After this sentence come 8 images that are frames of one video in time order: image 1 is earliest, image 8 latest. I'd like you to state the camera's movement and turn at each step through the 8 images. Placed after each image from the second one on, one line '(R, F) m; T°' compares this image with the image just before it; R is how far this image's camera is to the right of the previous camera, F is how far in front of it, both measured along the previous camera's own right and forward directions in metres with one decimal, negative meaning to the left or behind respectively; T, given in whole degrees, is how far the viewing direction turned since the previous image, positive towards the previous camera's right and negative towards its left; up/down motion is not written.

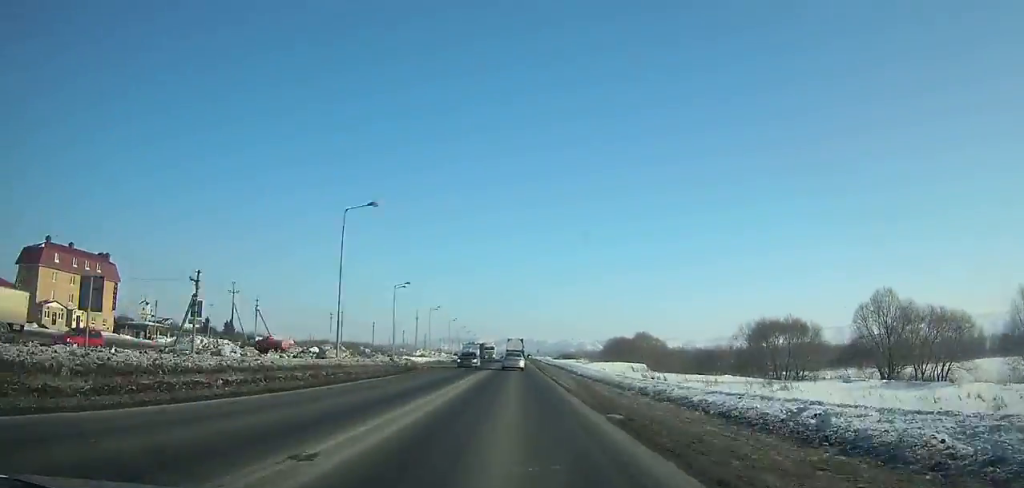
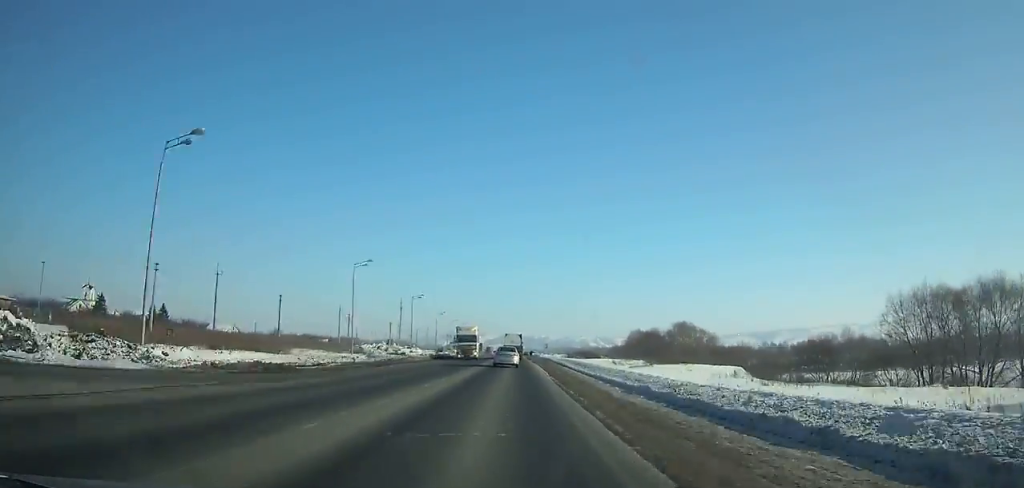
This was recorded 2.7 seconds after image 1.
(+0.1, +52.6) m; 0°
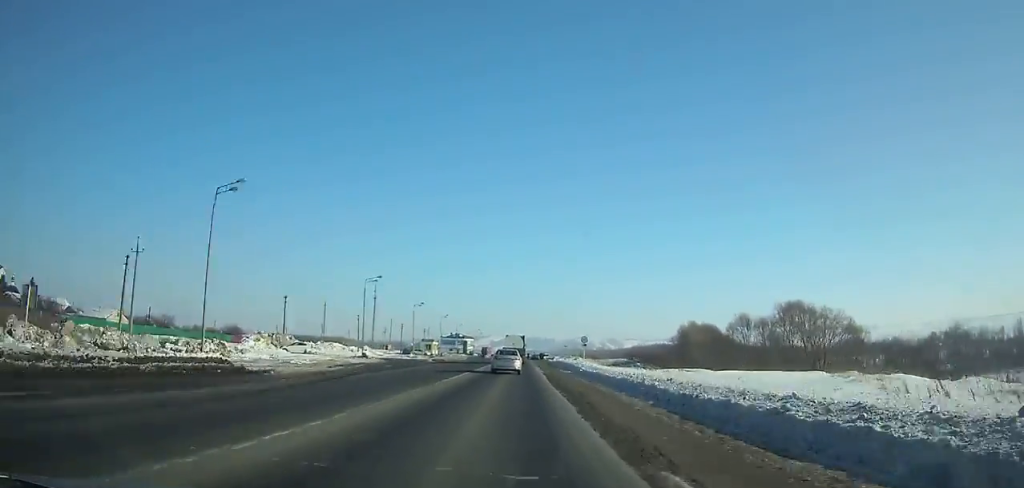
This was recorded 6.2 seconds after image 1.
(0.0, +65.8) m; 0°
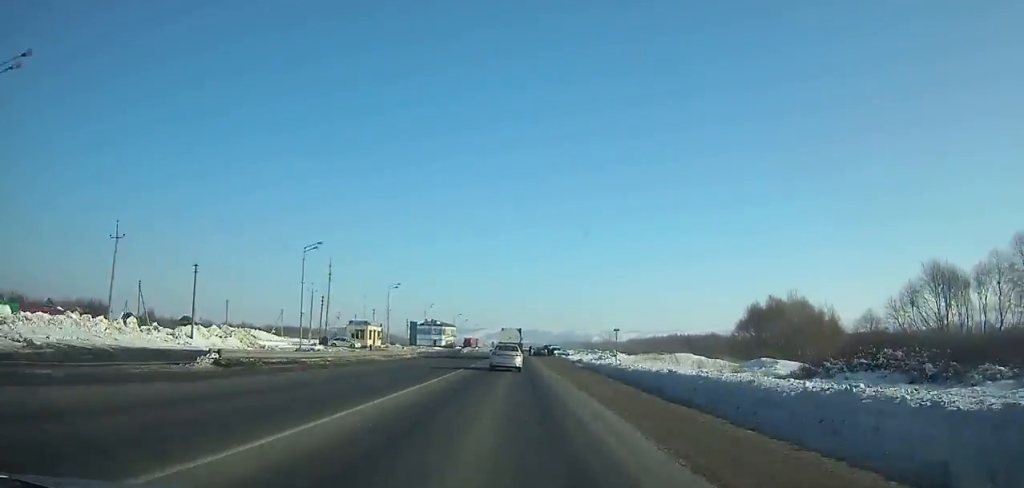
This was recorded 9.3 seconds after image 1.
(+0.2, +54.7) m; 0°
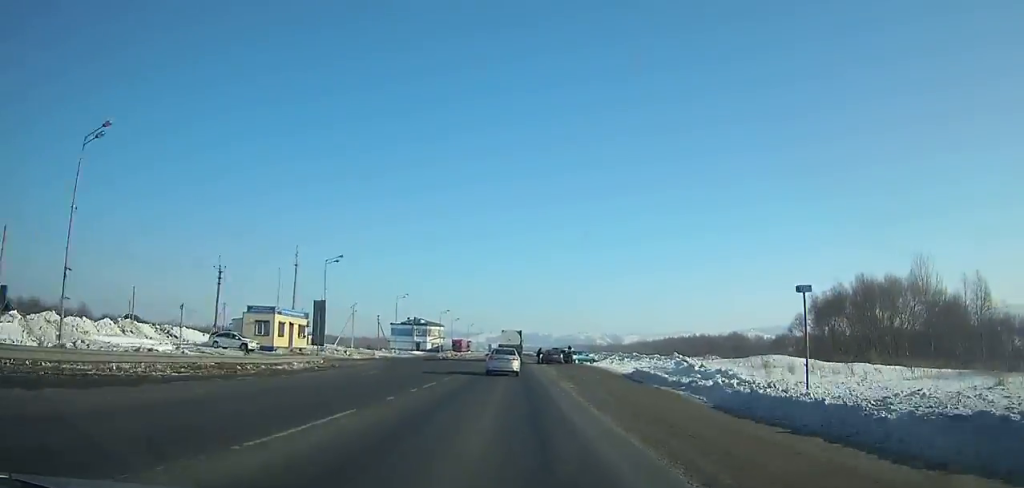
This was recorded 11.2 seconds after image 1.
(-0.2, +31.7) m; 0°
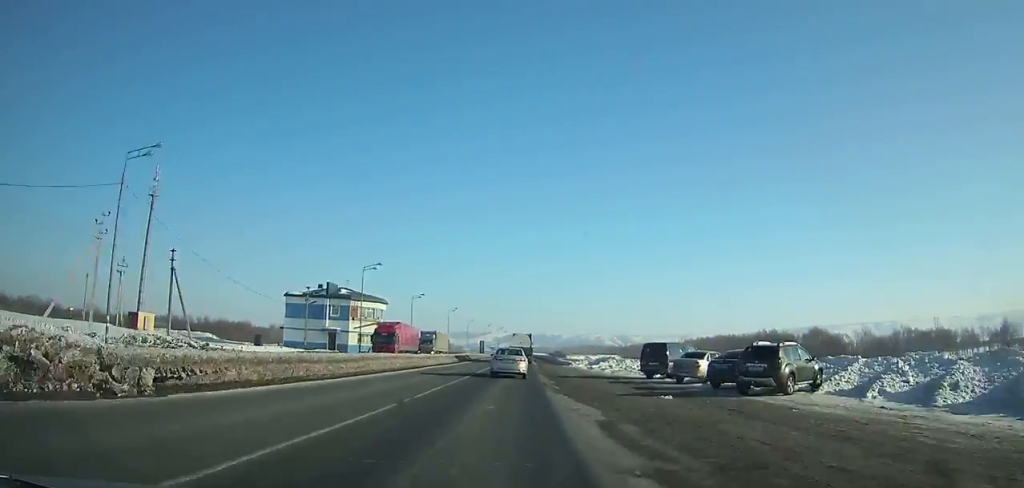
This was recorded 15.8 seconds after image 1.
(-0.5, +74.3) m; -1°
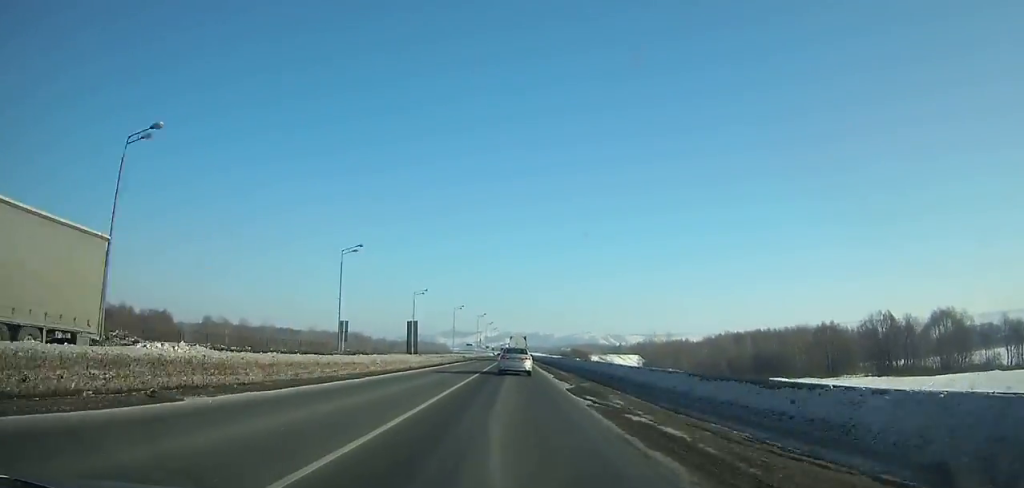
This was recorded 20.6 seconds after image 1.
(+0.2, +76.8) m; 0°
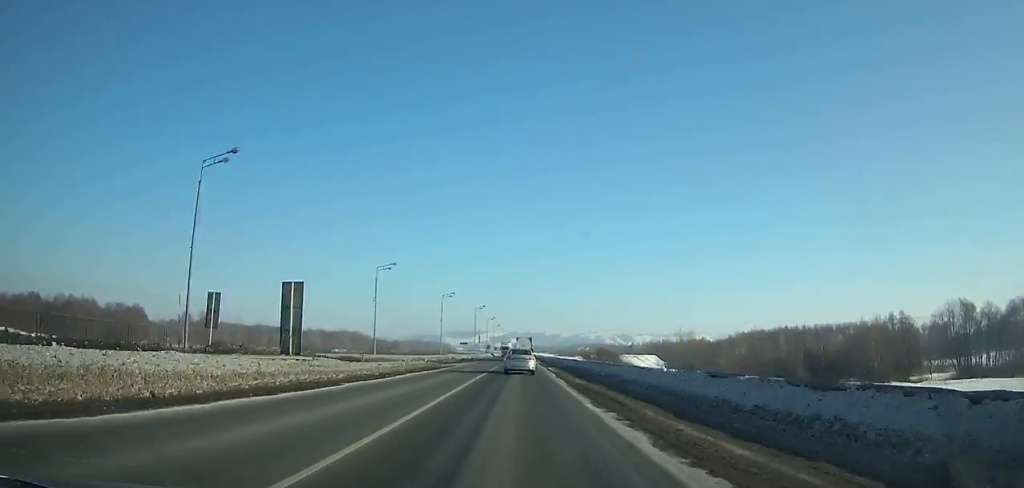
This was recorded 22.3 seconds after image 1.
(0.0, +28.1) m; 0°
